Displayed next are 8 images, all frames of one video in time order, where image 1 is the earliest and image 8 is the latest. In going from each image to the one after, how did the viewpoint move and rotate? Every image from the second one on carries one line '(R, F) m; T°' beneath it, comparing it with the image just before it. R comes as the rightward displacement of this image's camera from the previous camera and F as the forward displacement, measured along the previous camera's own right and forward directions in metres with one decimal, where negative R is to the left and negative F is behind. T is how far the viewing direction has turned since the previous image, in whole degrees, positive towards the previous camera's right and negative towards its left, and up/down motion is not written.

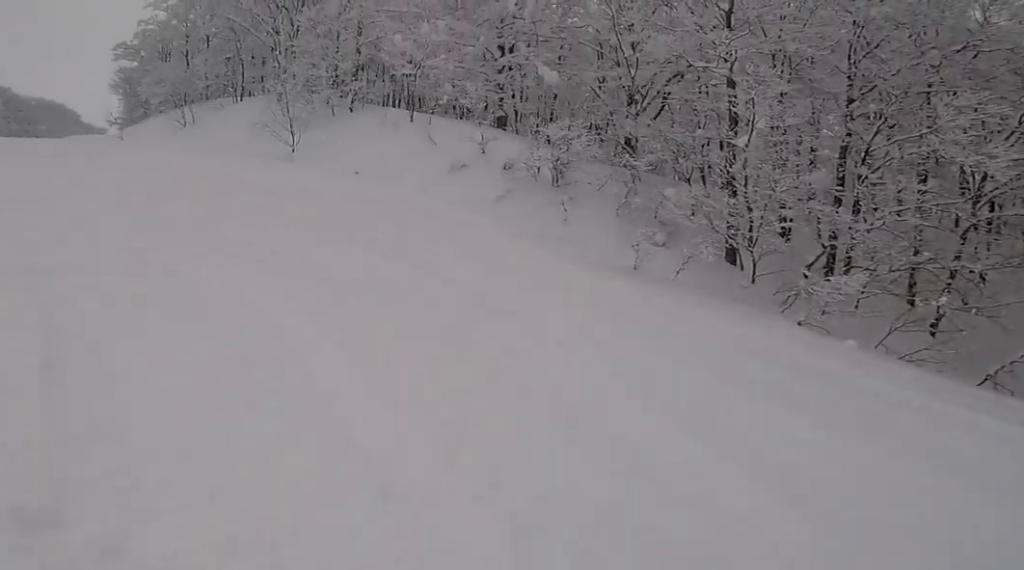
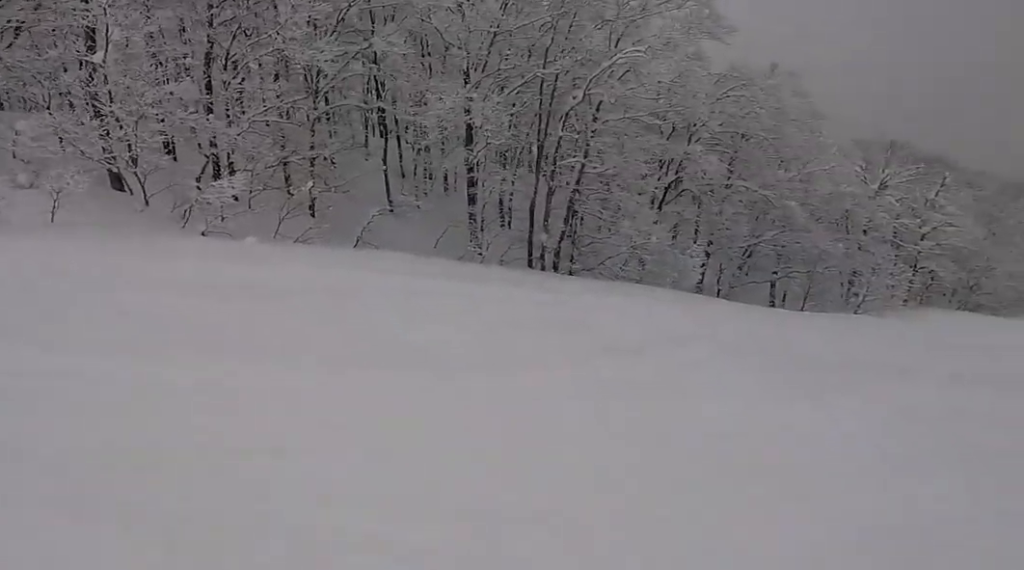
(+0.1, +2.0) m; +11°
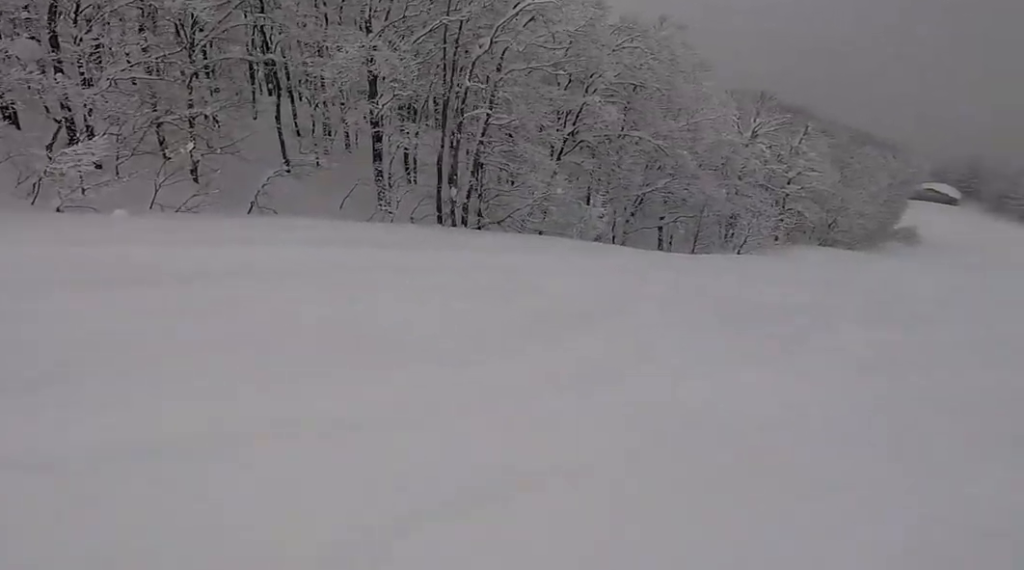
(+0.1, +1.1) m; +11°
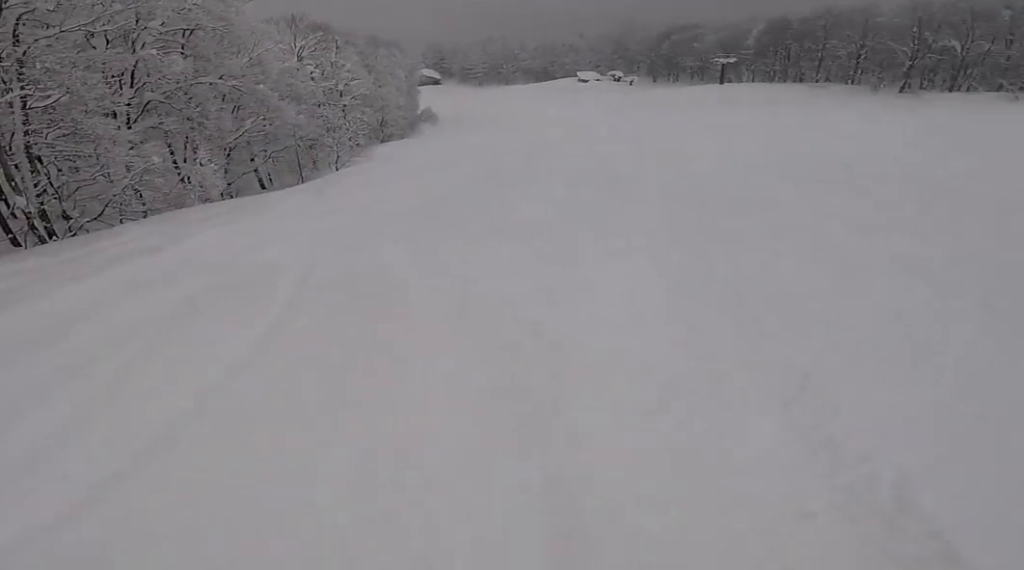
(+0.5, +2.0) m; +34°
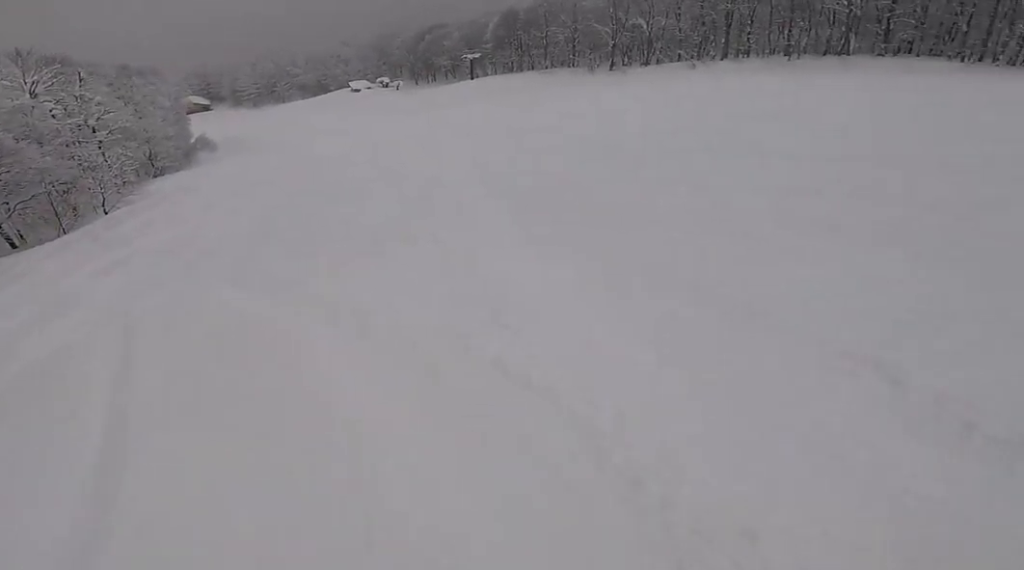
(+0.1, +1.0) m; +18°
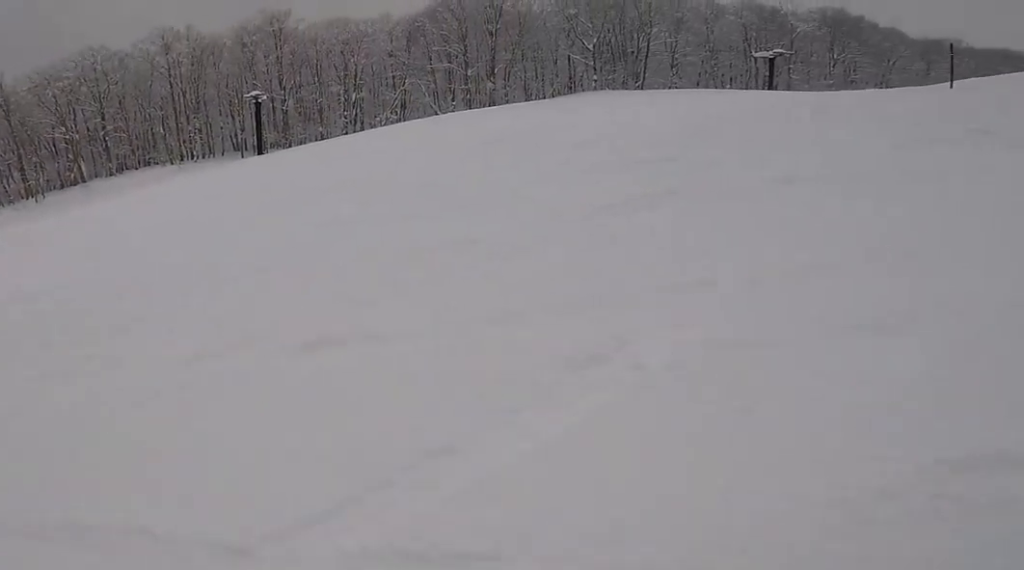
(+1.3, +3.0) m; +34°
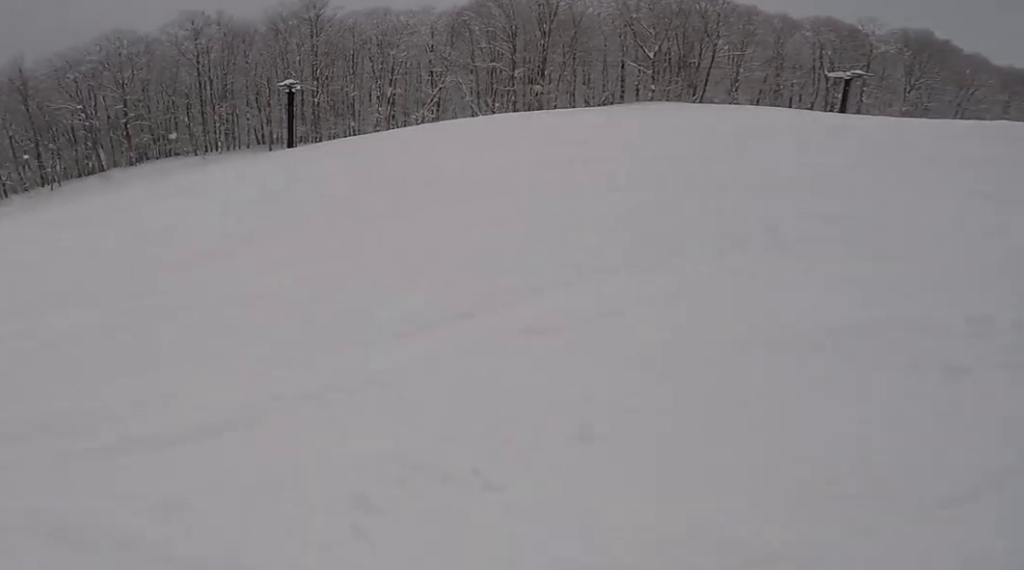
(+0.4, +3.1) m; +11°
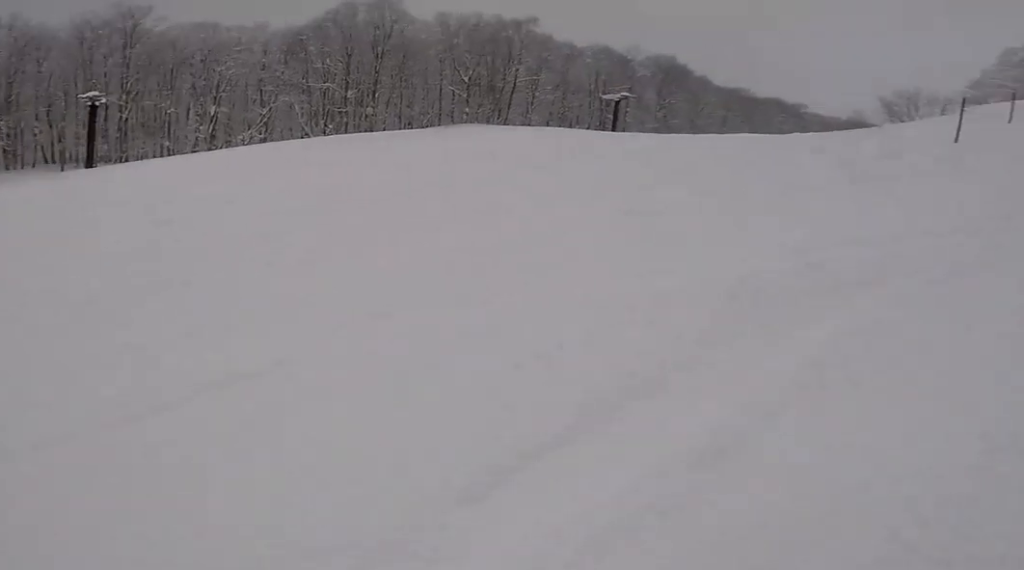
(+0.1, +2.1) m; +3°
